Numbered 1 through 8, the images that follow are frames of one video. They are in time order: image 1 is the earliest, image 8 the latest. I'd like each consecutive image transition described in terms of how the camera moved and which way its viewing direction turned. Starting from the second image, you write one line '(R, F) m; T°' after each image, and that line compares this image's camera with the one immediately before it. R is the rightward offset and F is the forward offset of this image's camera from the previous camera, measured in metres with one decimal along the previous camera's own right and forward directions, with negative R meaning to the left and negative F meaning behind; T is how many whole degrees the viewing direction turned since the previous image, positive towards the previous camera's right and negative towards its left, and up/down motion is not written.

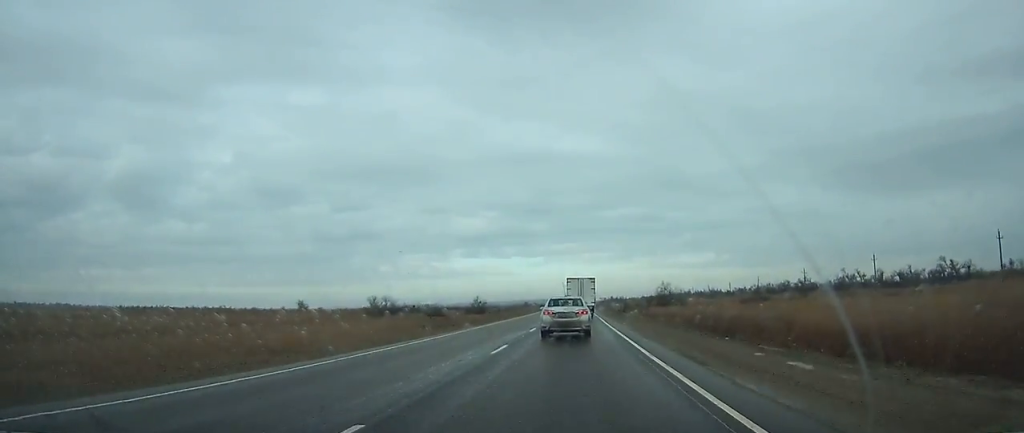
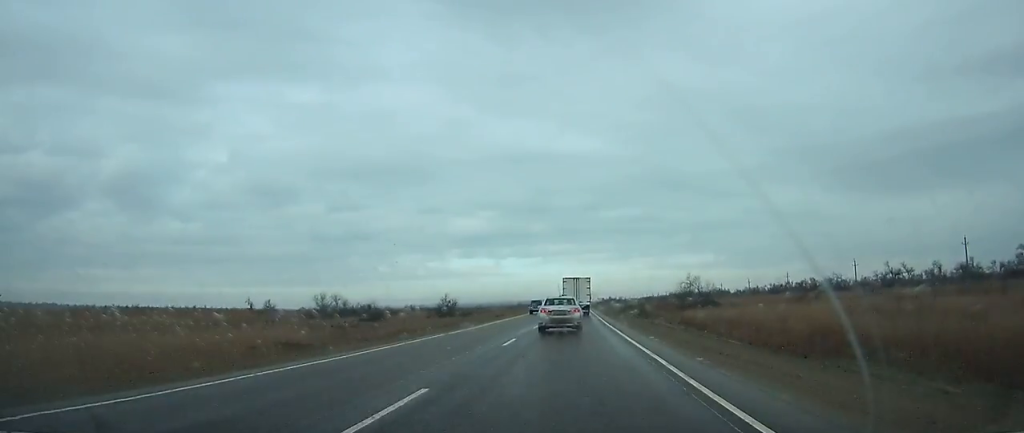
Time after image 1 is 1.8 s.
(+0.1, +33.6) m; 0°
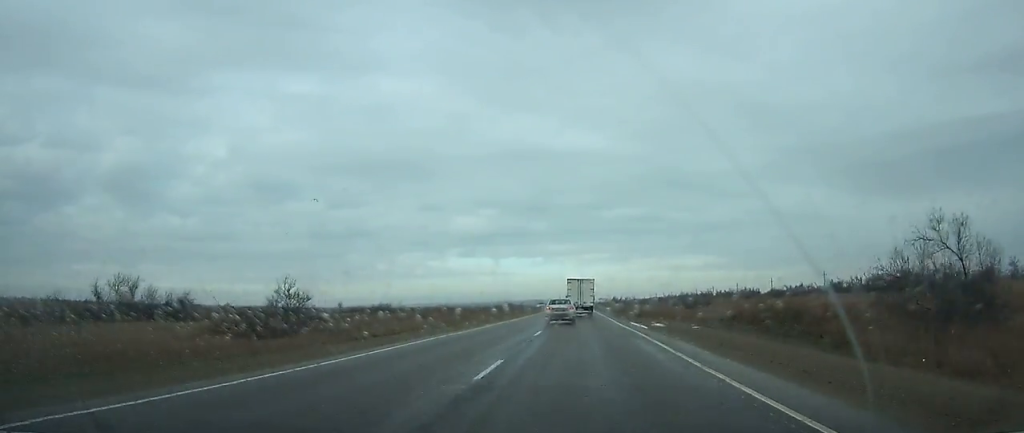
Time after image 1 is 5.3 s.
(-0.3, +69.3) m; 0°
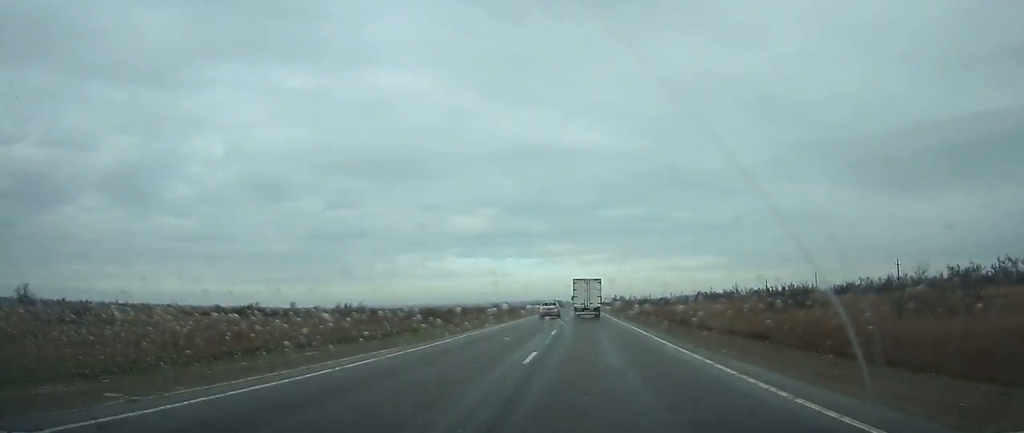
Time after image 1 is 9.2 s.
(-0.1, +83.2) m; 0°
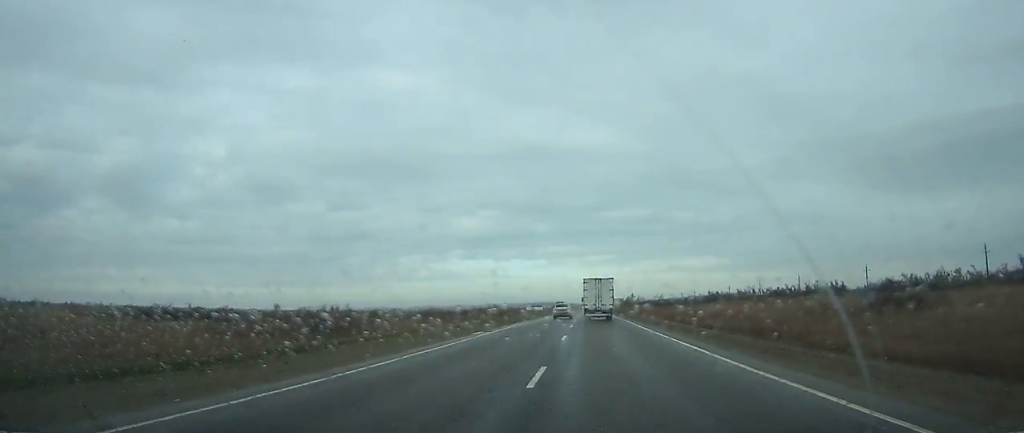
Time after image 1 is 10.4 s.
(-0.1, +27.2) m; 0°
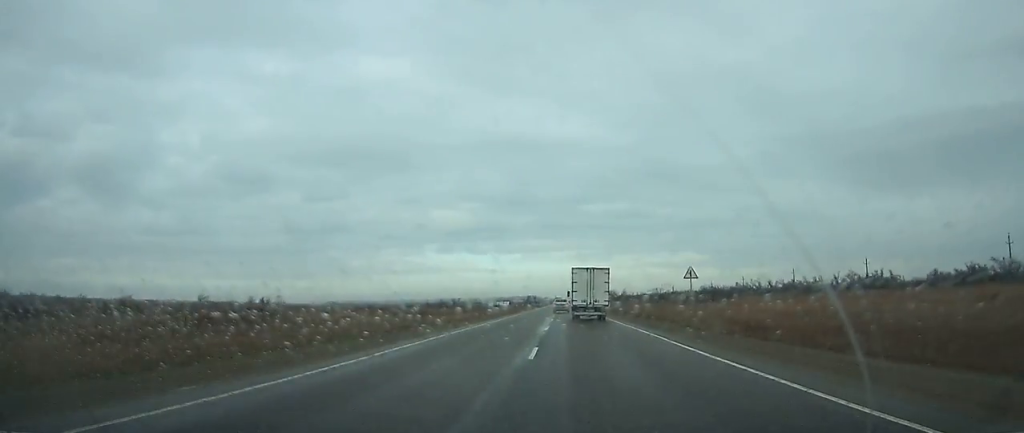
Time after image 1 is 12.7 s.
(+0.6, +54.0) m; +1°
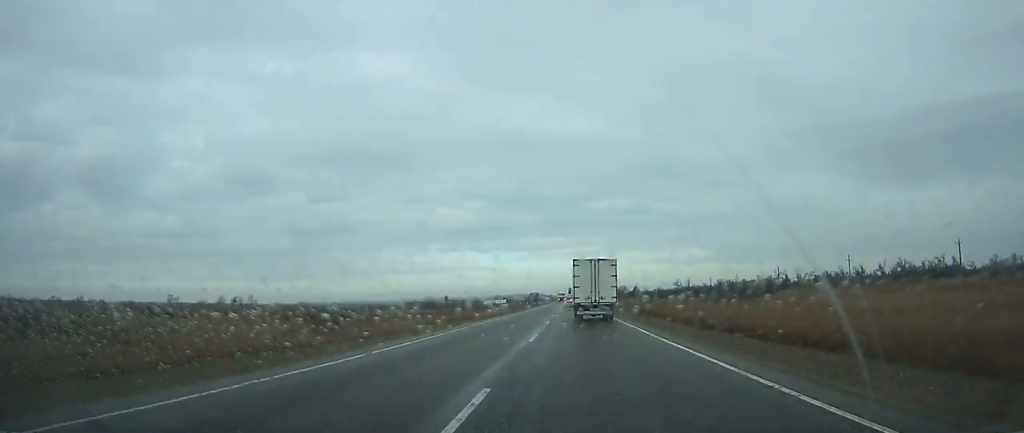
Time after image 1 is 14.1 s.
(+0.1, +30.5) m; 0°
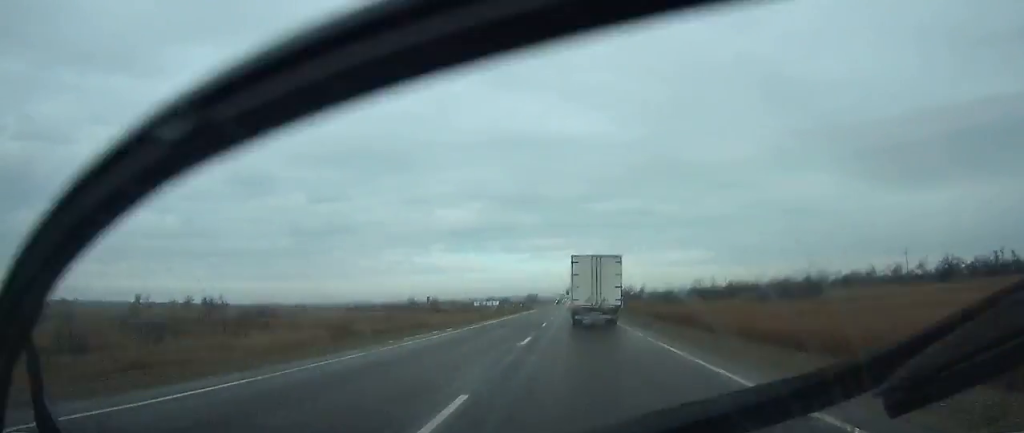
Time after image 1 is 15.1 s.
(0.0, +23.8) m; 0°
